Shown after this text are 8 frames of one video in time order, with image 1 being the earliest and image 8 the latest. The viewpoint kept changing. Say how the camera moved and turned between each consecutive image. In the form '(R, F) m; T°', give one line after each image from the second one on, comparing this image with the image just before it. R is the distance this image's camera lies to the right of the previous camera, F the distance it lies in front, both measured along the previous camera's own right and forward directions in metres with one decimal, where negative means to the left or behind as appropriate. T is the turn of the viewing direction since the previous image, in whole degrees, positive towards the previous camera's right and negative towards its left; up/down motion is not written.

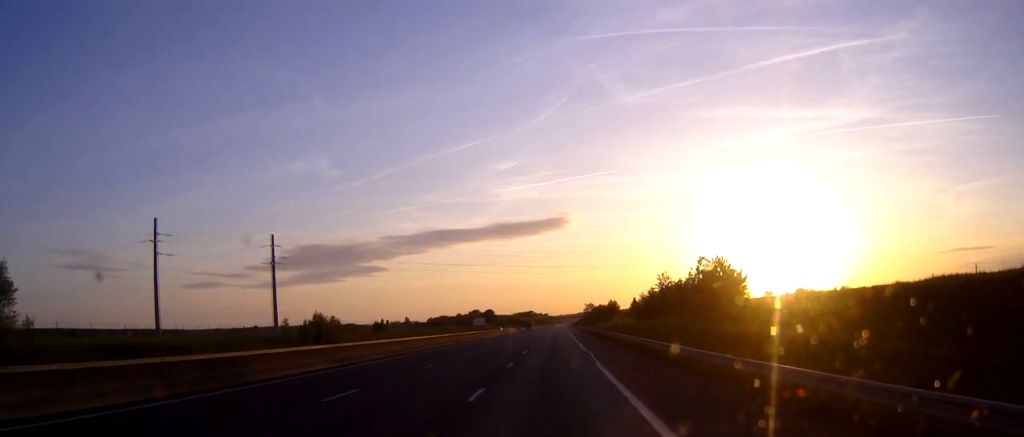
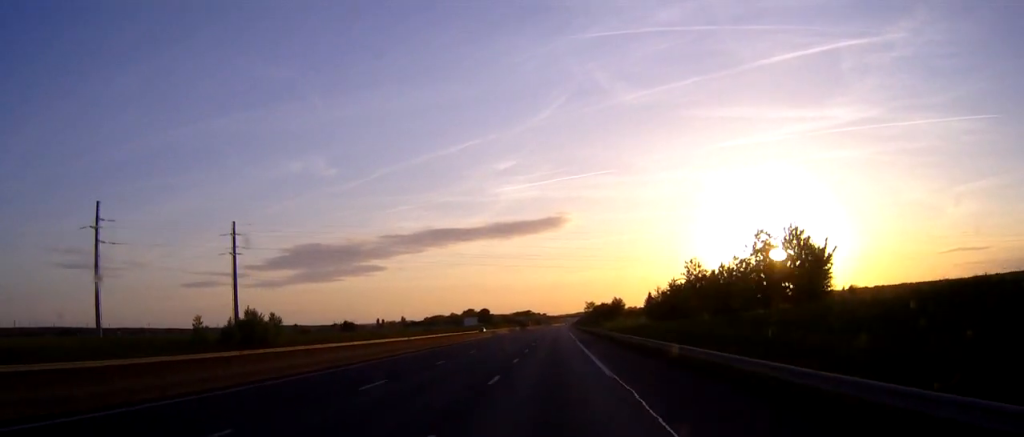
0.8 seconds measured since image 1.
(+0.1, +21.6) m; 0°
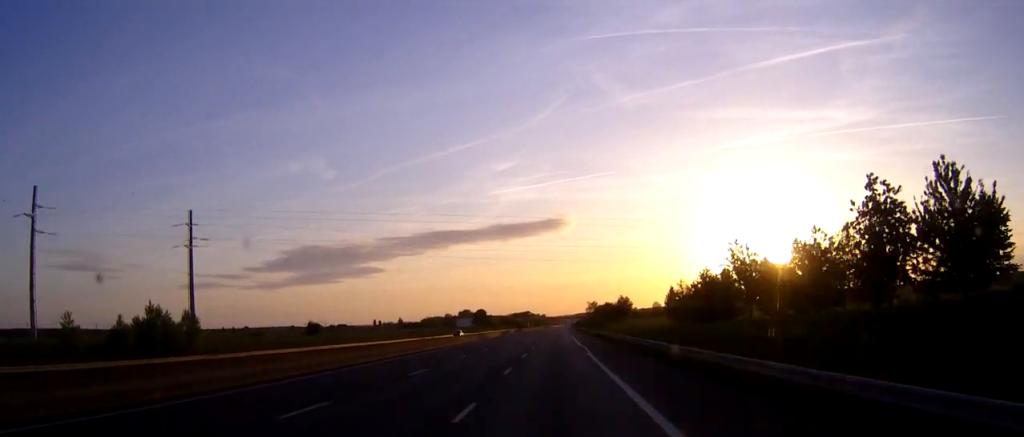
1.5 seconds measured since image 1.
(0.0, +19.7) m; 0°
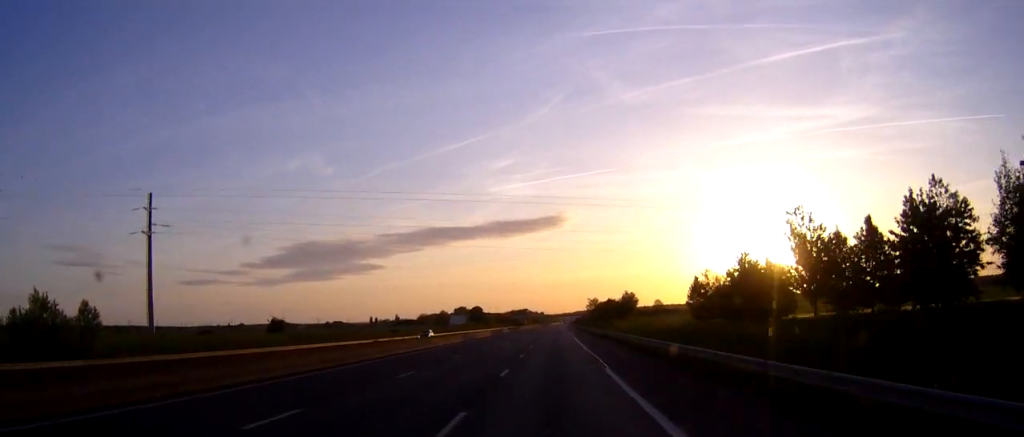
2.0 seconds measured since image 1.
(0.0, +15.0) m; 0°
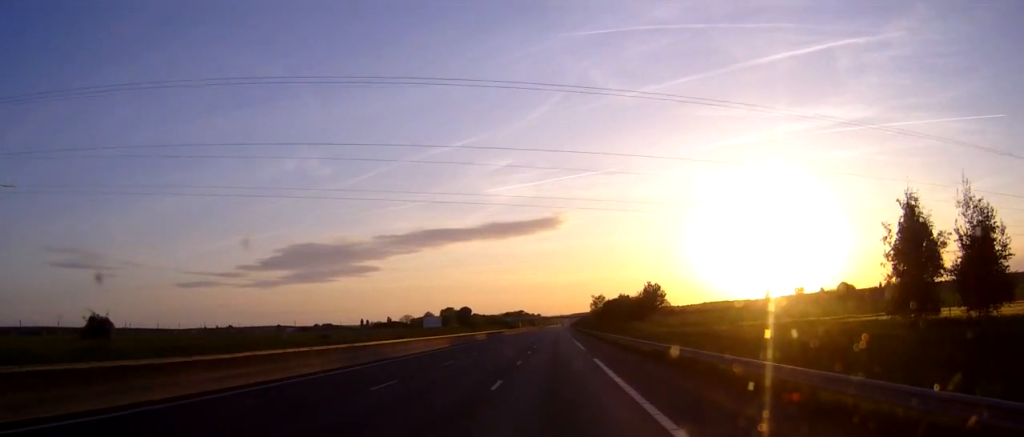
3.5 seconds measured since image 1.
(-0.1, +43.2) m; 0°
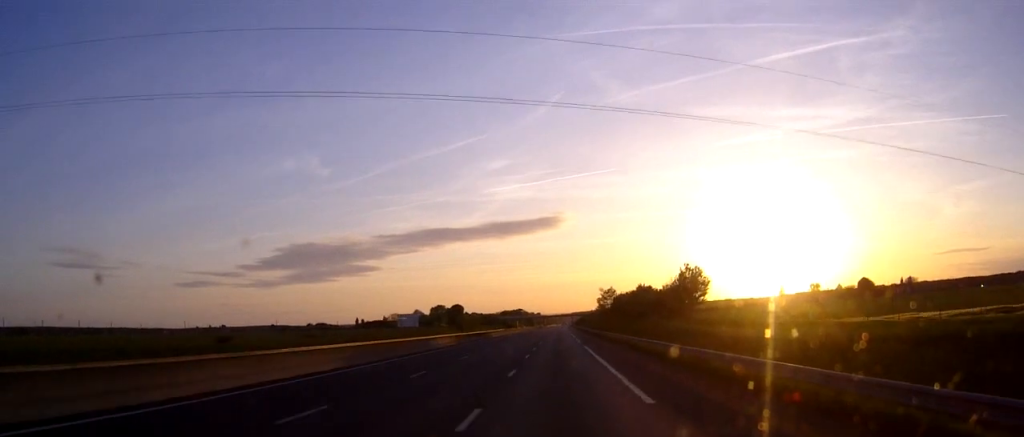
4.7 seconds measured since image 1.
(+0.1, +33.9) m; 0°
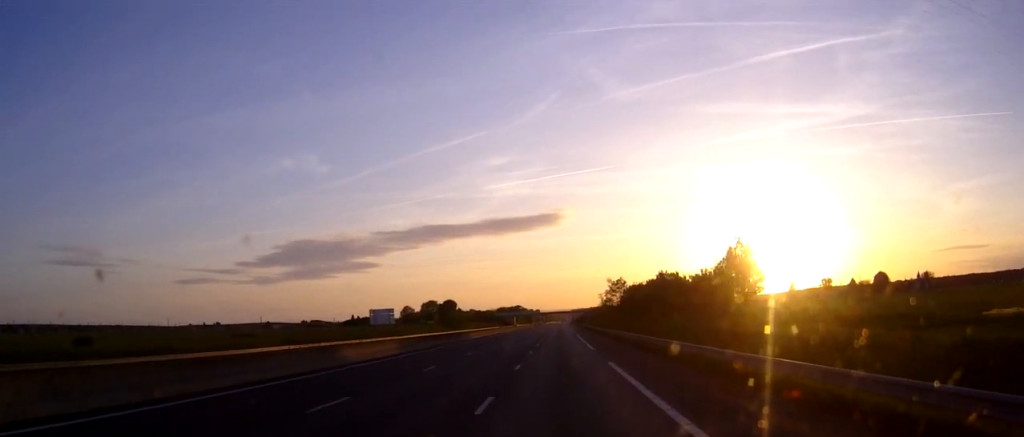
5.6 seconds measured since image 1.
(0.0, +24.6) m; 0°
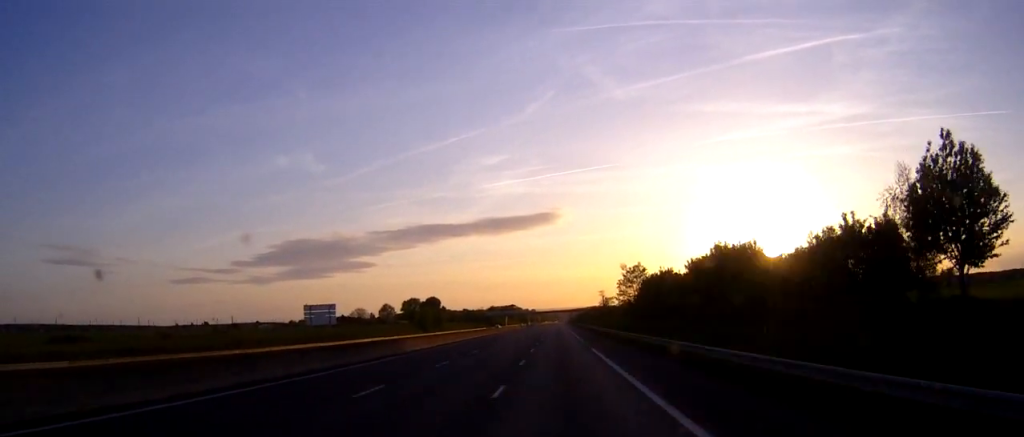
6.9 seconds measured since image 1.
(+0.1, +36.0) m; 0°
